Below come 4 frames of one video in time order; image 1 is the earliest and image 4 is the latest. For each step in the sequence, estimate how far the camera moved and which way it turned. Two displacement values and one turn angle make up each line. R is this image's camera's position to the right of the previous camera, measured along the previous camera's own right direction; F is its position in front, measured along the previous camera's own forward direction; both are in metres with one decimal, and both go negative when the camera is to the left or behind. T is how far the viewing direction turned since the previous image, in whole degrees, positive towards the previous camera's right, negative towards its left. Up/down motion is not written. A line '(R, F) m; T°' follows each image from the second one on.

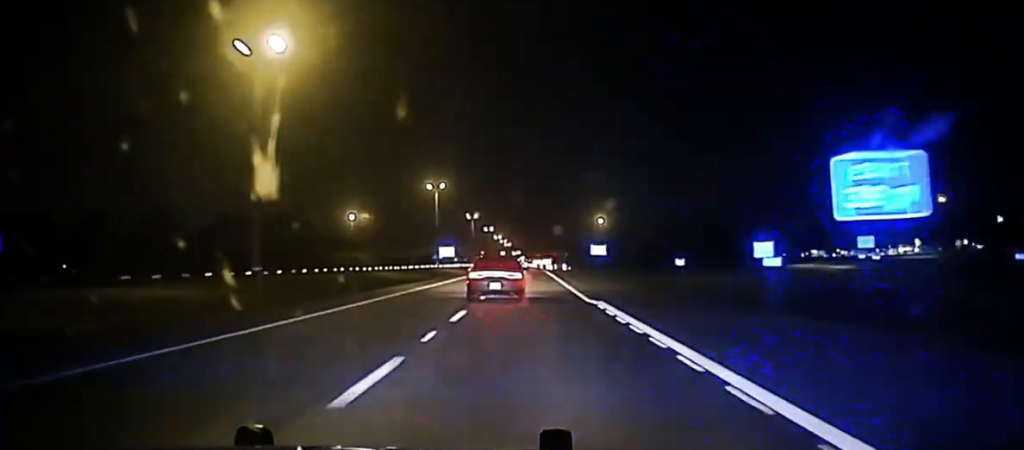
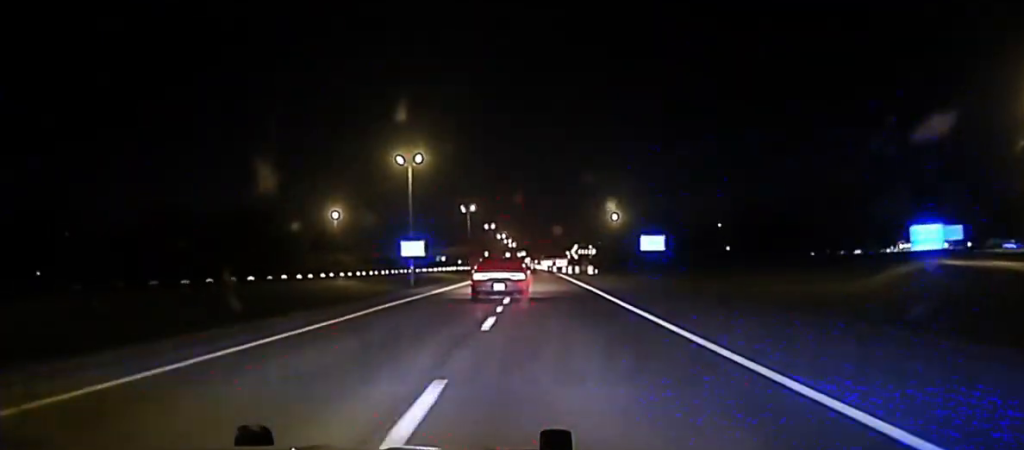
(-0.2, +38.7) m; 0°
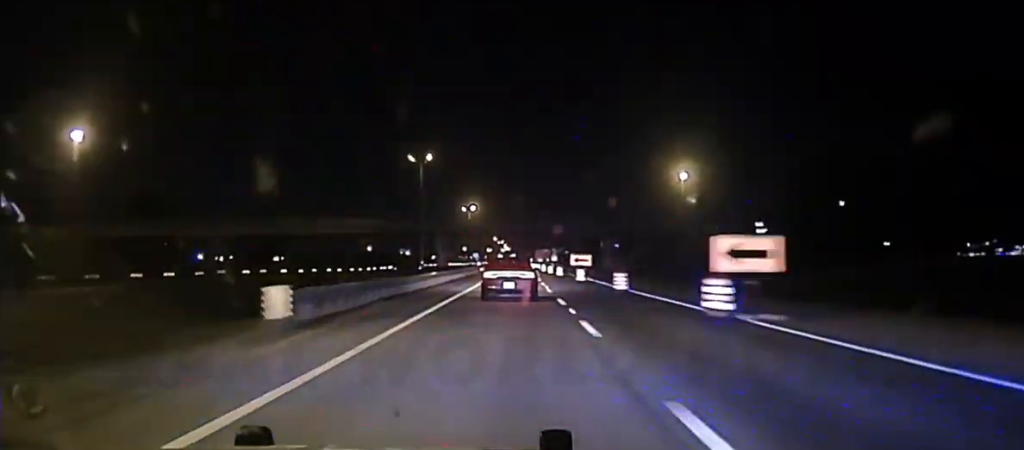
(+1.9, +174.7) m; +1°
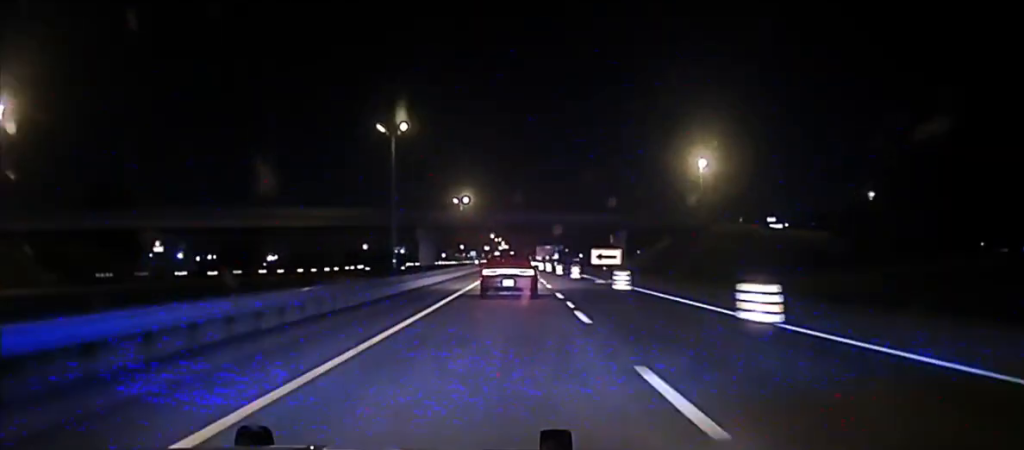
(+0.1, +22.2) m; 0°
